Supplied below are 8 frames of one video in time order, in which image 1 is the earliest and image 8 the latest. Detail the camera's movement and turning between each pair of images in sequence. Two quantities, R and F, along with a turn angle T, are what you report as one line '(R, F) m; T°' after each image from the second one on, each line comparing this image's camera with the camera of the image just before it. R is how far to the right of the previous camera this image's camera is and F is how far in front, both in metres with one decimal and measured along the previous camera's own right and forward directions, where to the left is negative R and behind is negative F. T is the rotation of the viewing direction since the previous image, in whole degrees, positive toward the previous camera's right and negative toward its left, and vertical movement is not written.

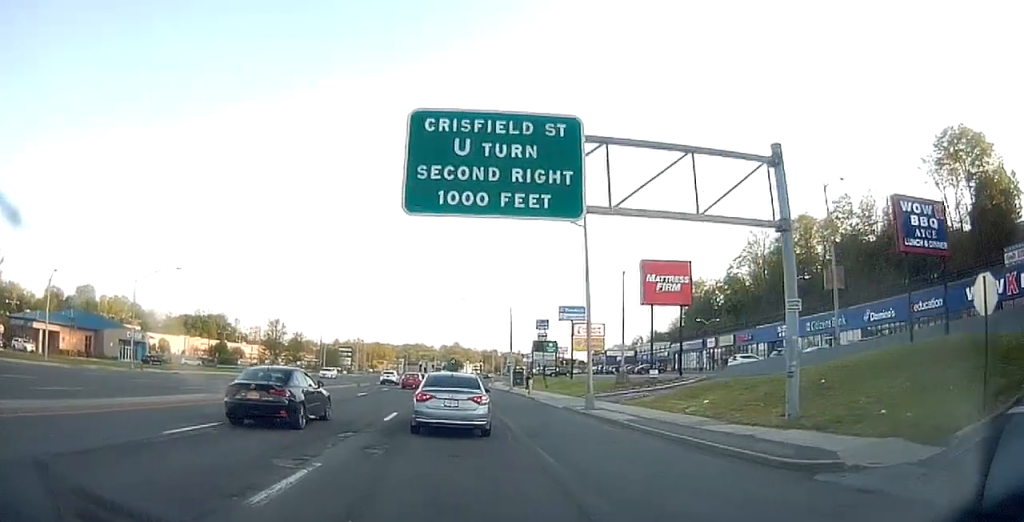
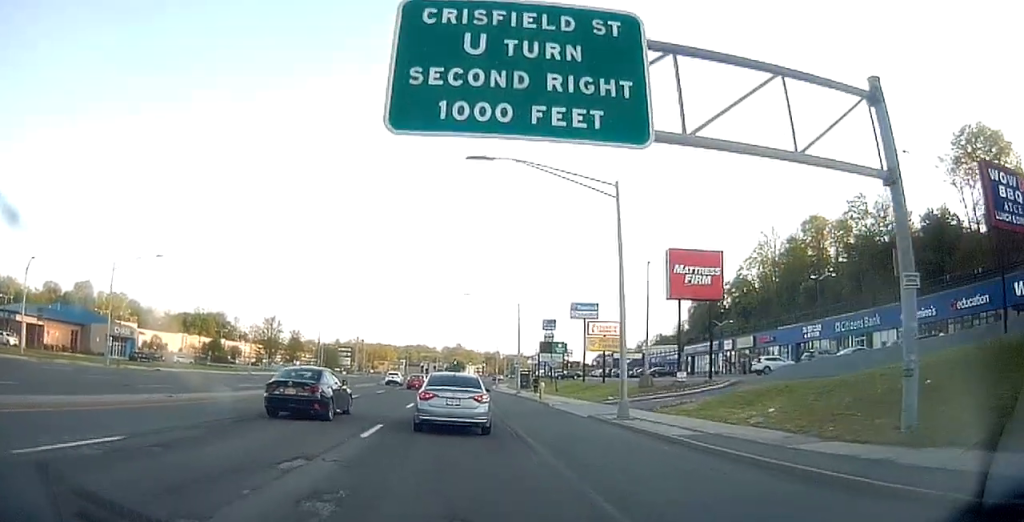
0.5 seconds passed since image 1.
(+0.1, +4.9) m; 0°
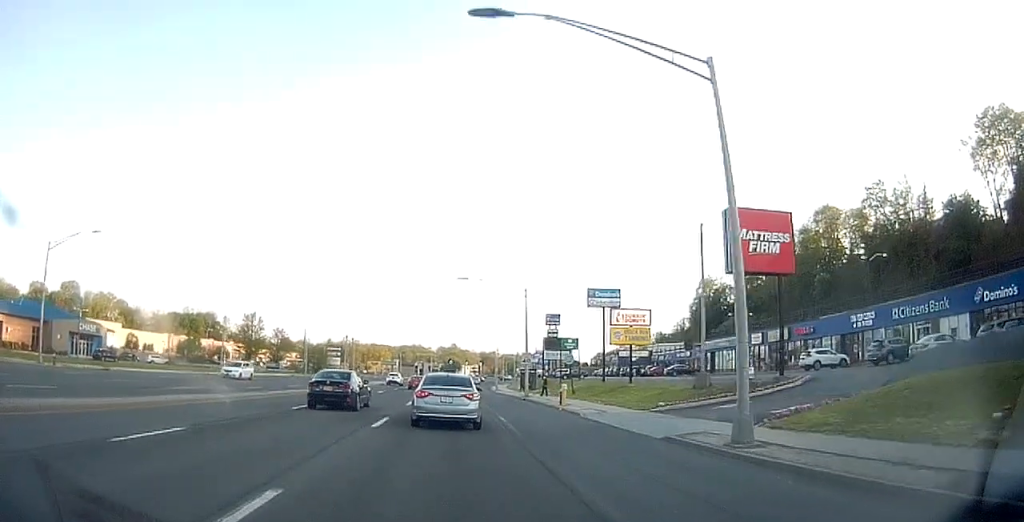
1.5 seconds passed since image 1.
(-0.1, +9.8) m; -1°
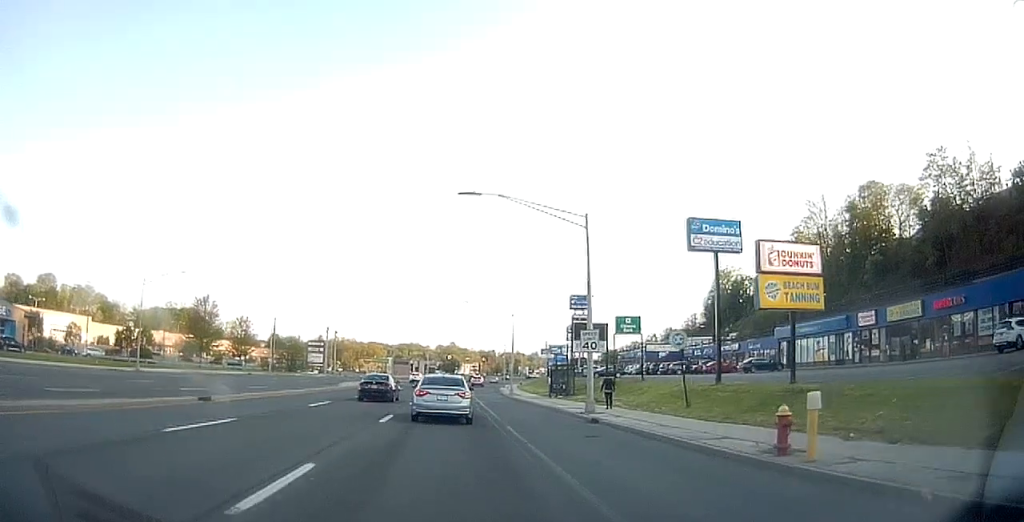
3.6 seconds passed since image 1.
(-0.2, +21.9) m; -1°
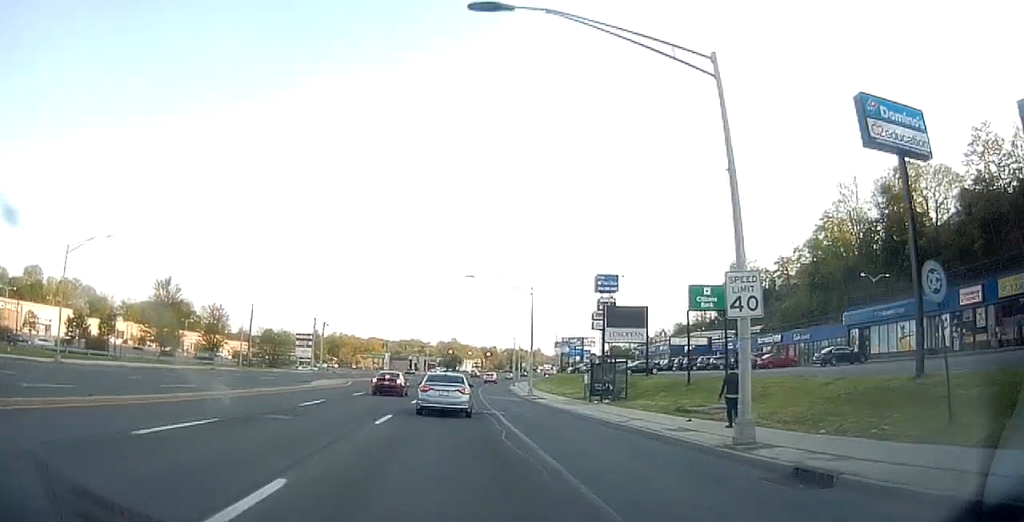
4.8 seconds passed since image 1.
(+0.1, +13.4) m; +2°
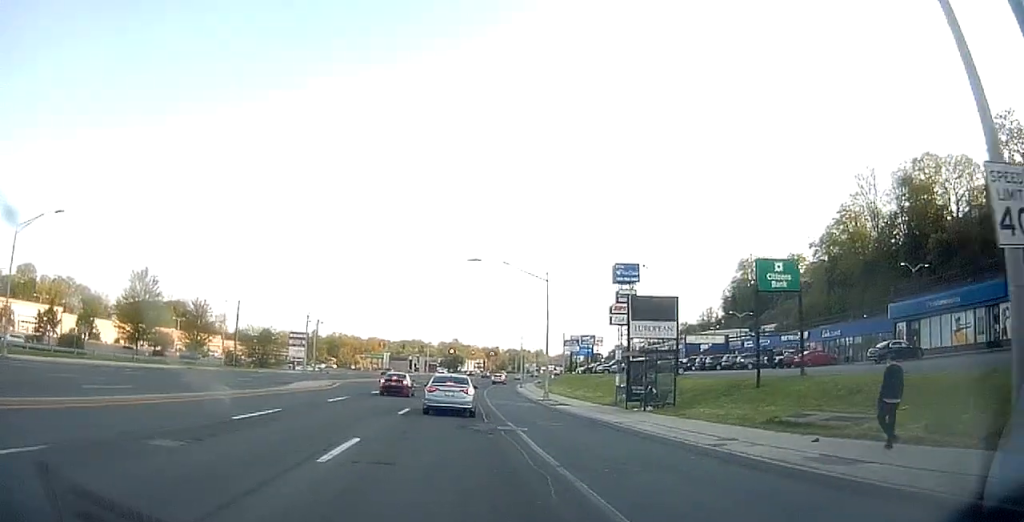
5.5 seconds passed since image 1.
(+0.2, +6.9) m; 0°
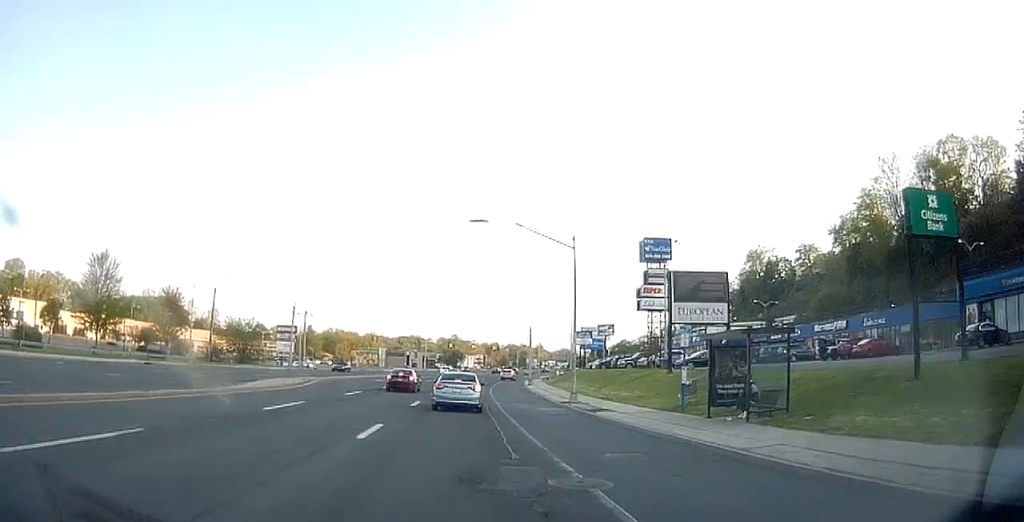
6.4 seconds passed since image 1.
(-0.1, +8.9) m; -1°
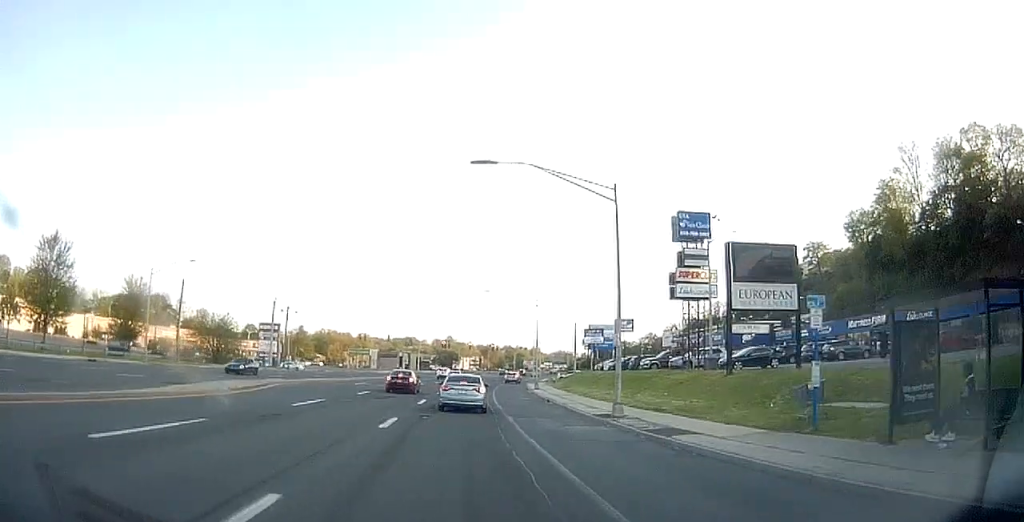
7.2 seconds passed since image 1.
(0.0, +8.6) m; 0°
